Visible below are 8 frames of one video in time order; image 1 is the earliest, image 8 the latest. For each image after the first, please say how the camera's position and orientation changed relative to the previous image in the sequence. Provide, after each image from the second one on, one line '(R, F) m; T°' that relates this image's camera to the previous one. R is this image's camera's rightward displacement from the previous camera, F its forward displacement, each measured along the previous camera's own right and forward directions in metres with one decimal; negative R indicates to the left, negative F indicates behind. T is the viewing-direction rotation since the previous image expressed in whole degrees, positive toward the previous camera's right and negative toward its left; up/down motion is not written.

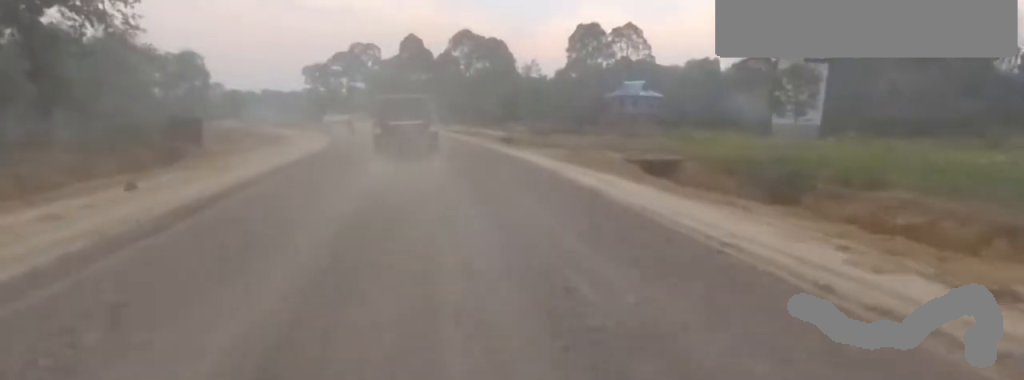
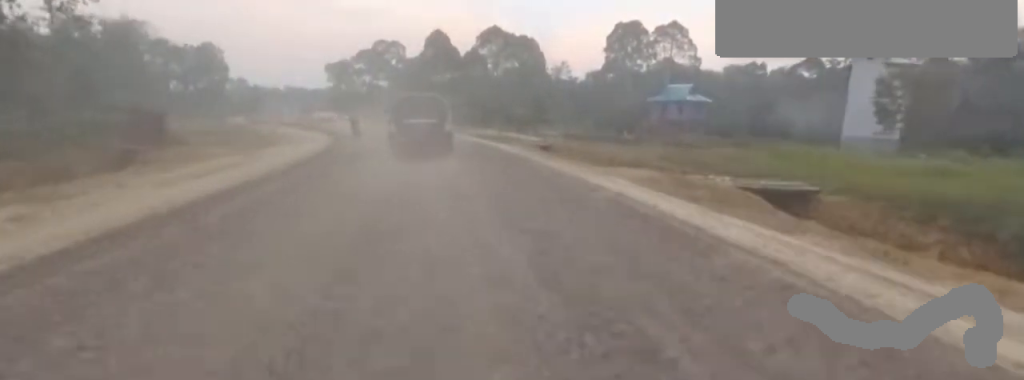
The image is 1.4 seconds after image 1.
(-0.3, +9.9) m; -8°
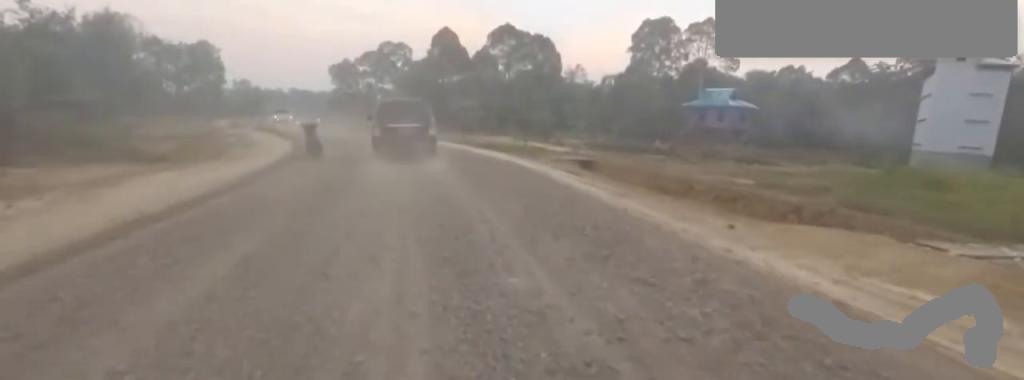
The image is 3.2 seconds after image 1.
(-0.9, +12.5) m; -4°
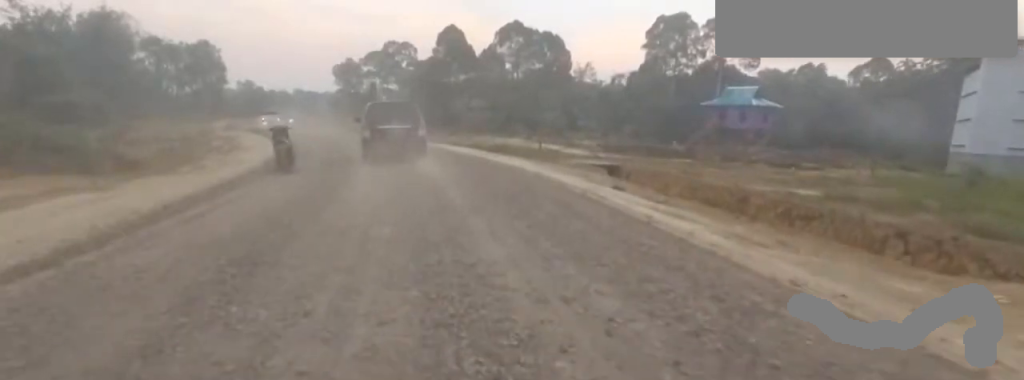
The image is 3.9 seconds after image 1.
(0.0, +4.6) m; -3°
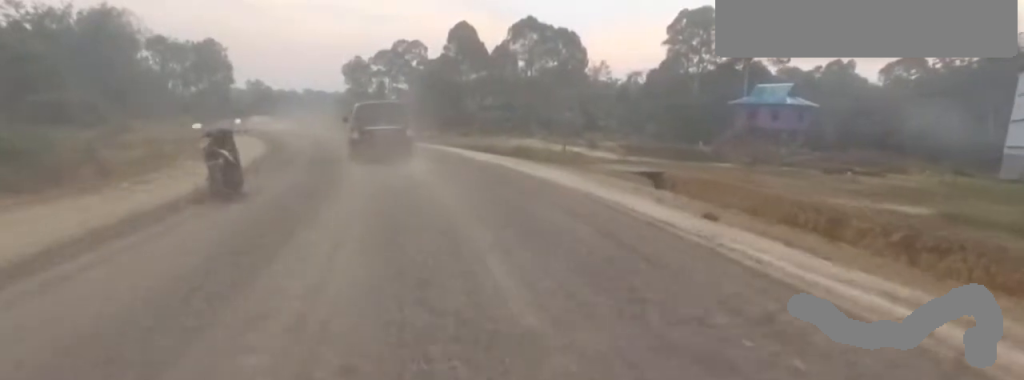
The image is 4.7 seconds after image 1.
(-0.1, +4.9) m; -3°
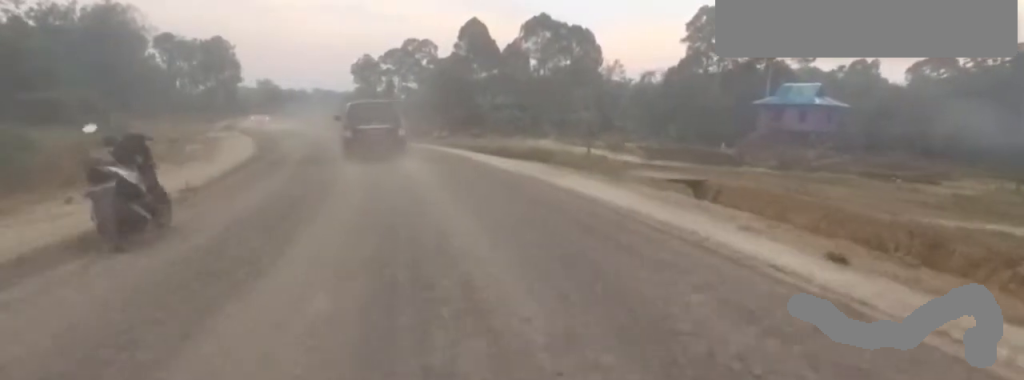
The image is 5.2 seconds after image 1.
(-0.4, +3.3) m; 0°
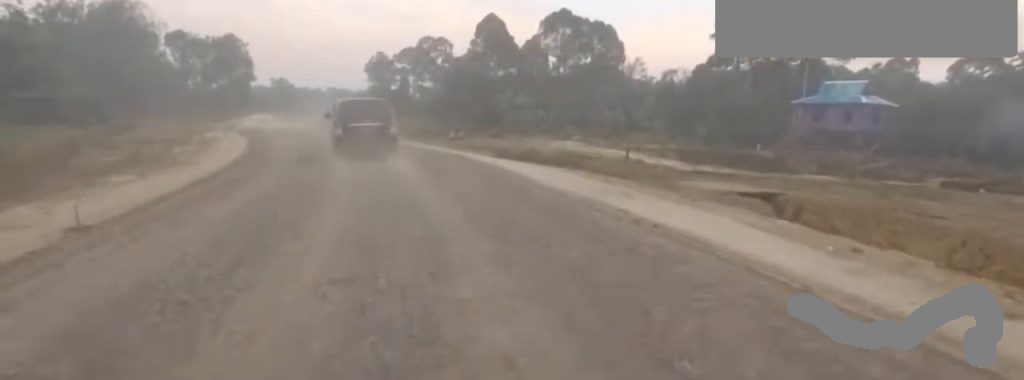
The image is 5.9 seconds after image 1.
(+0.3, +4.6) m; +3°
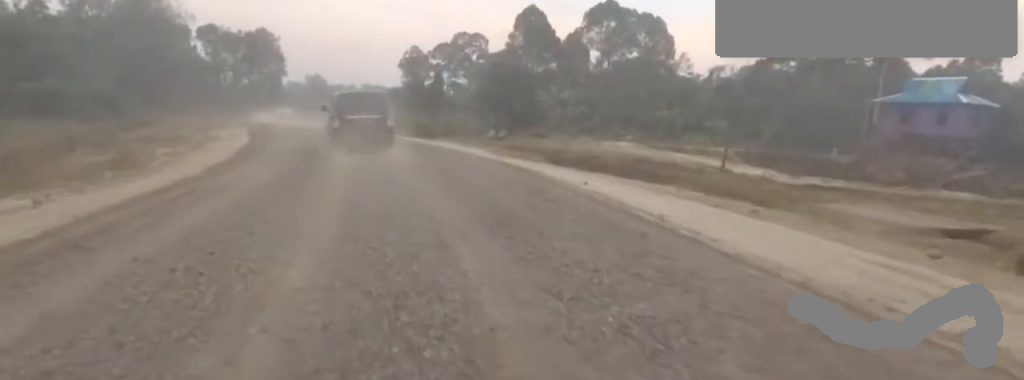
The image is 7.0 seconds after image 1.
(+0.3, +7.1) m; -3°
